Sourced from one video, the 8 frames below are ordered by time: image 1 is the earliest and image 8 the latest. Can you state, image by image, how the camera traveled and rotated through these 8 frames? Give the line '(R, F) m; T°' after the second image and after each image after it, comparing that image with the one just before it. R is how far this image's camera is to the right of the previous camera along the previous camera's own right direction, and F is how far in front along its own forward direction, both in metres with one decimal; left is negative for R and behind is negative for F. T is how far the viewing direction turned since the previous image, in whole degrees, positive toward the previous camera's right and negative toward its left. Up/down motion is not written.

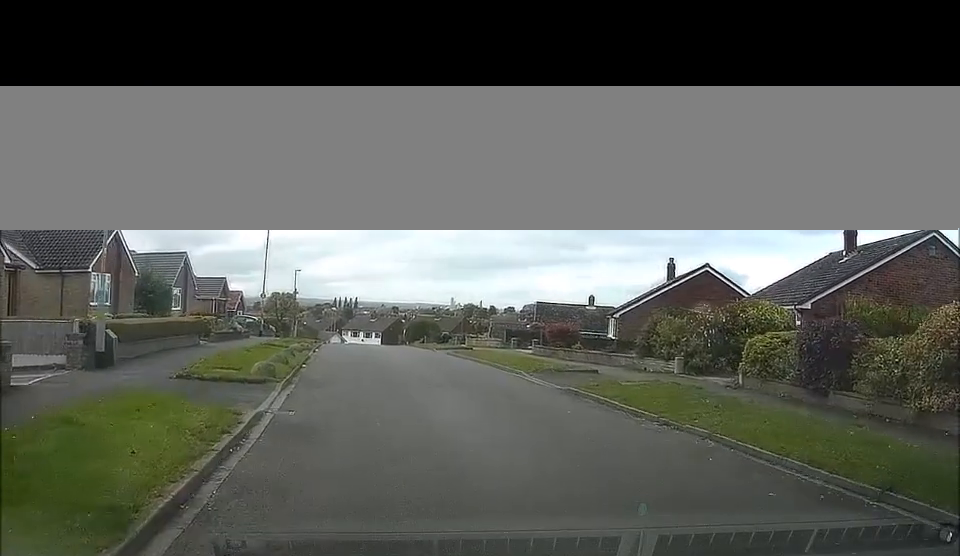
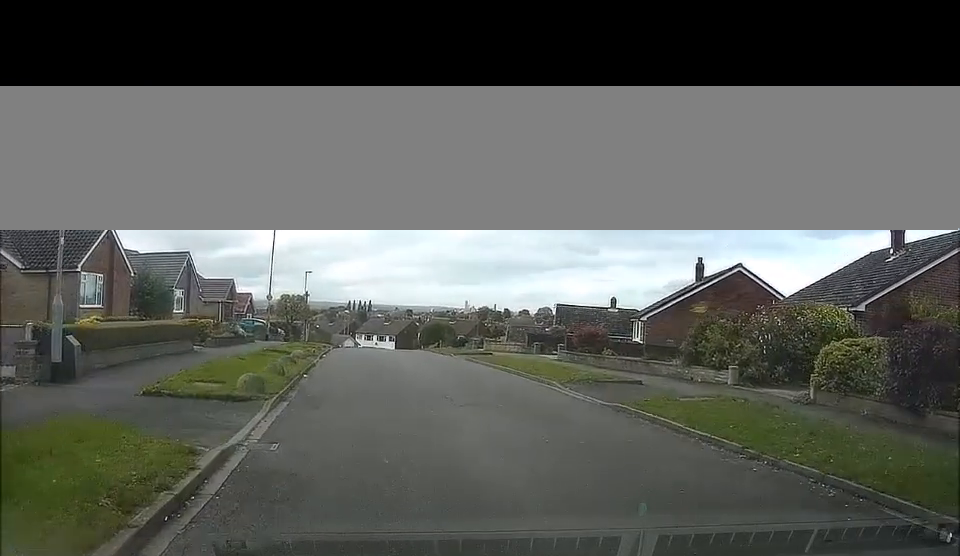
(-0.2, +2.5) m; -2°
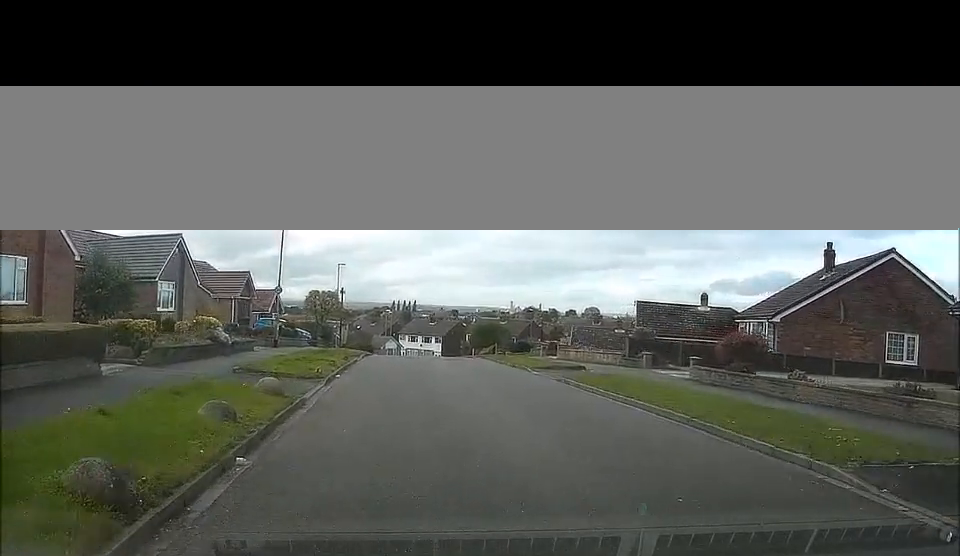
(-0.5, +11.9) m; -4°
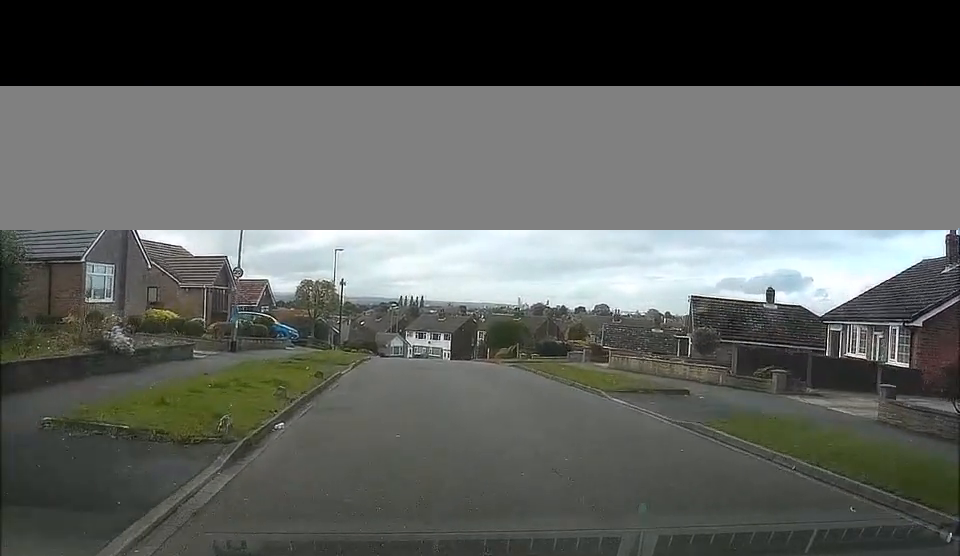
(-0.3, +10.5) m; -3°
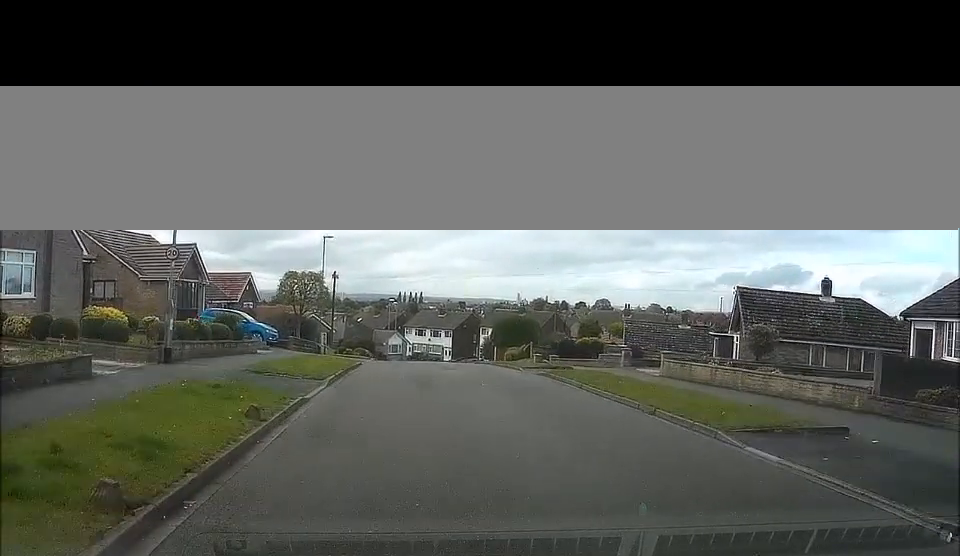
(-0.1, +7.4) m; -1°
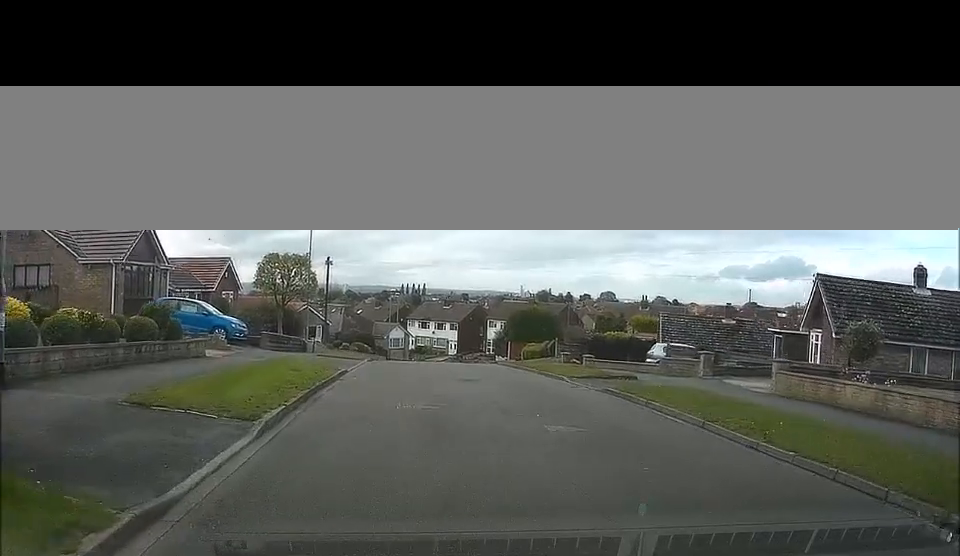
(0.0, +8.6) m; 0°
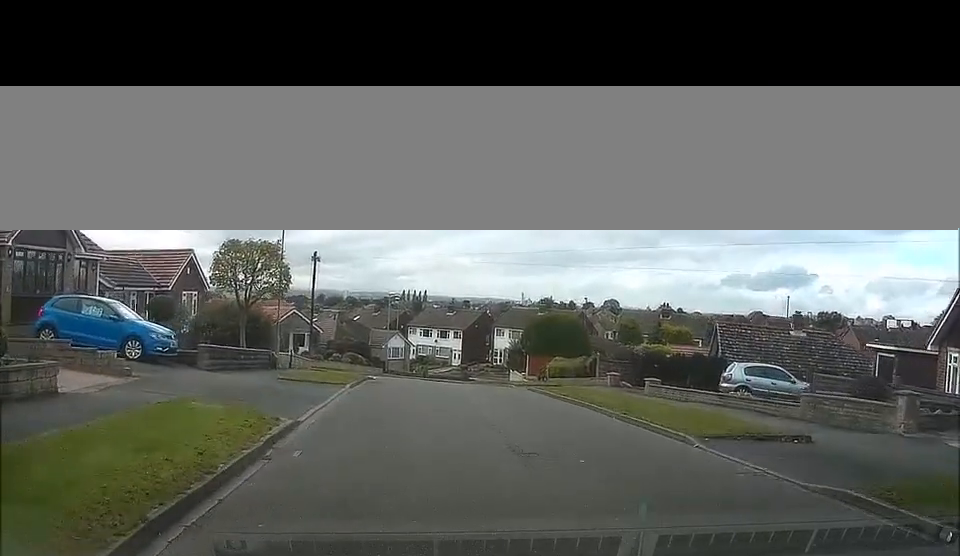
(0.0, +10.3) m; 0°
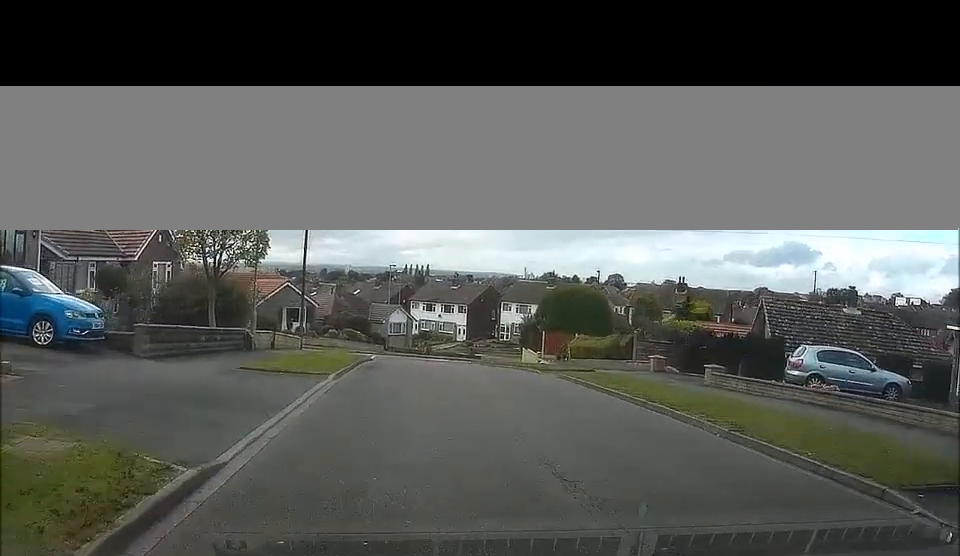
(0.0, +5.7) m; 0°
